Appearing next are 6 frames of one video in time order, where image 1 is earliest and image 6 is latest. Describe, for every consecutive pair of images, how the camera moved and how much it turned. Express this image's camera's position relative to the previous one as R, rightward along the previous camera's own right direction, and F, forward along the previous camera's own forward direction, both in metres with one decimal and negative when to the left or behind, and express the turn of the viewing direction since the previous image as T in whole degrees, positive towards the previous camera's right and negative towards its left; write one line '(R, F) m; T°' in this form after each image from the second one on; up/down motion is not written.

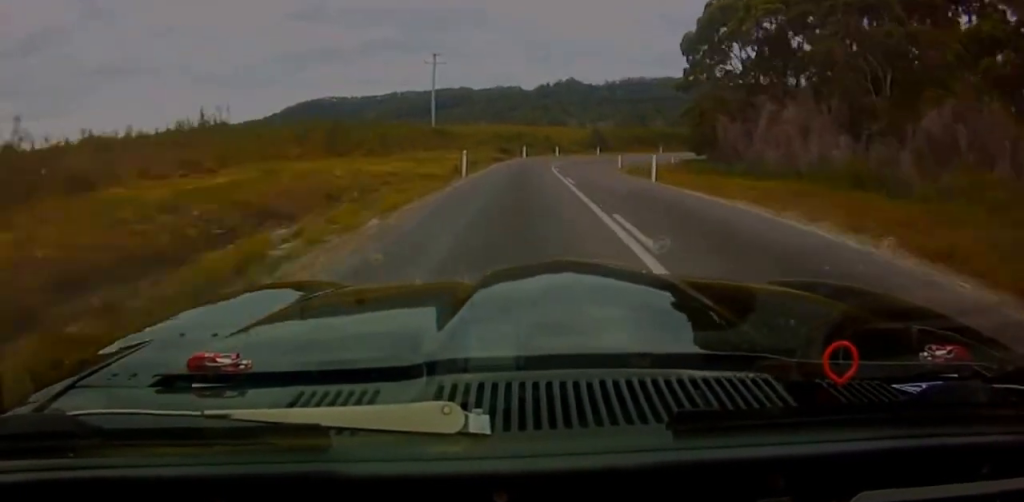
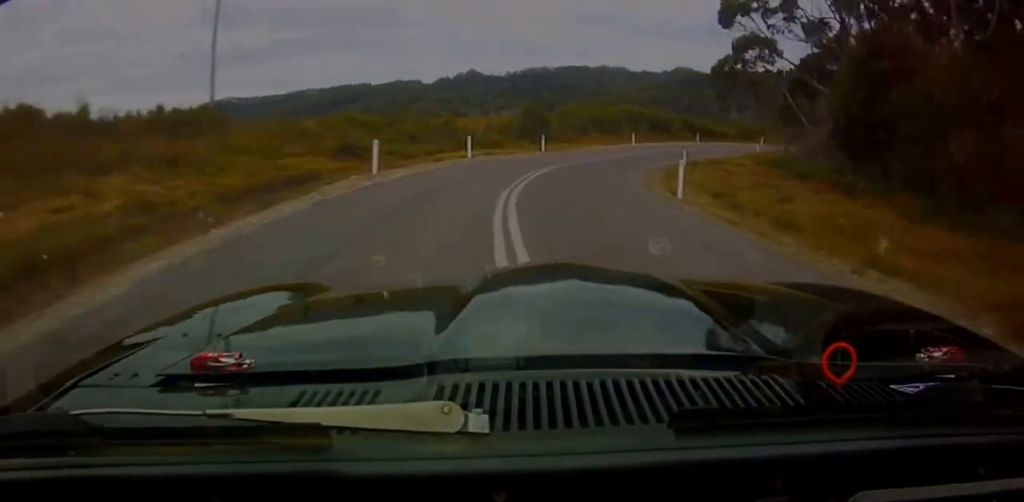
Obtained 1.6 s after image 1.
(+3.5, +41.4) m; +9°
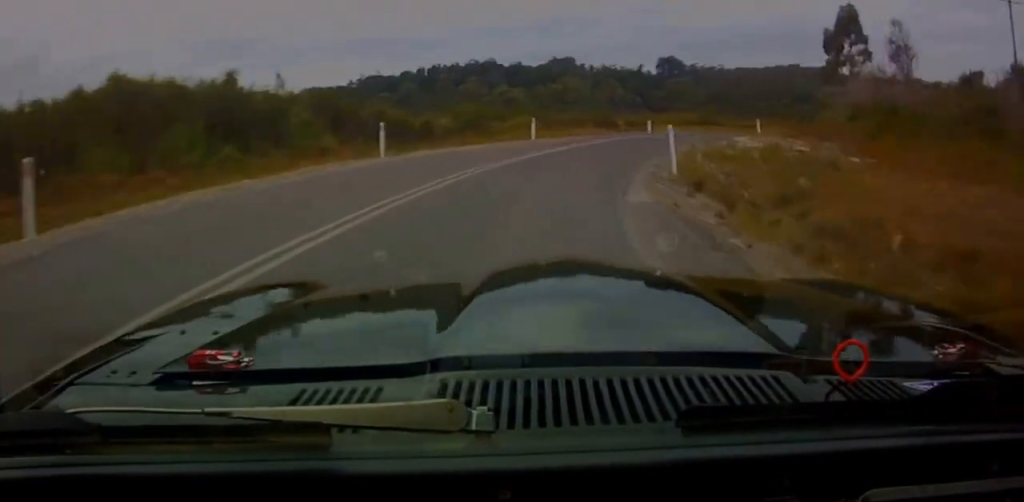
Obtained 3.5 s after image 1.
(+6.7, +46.8) m; +24°
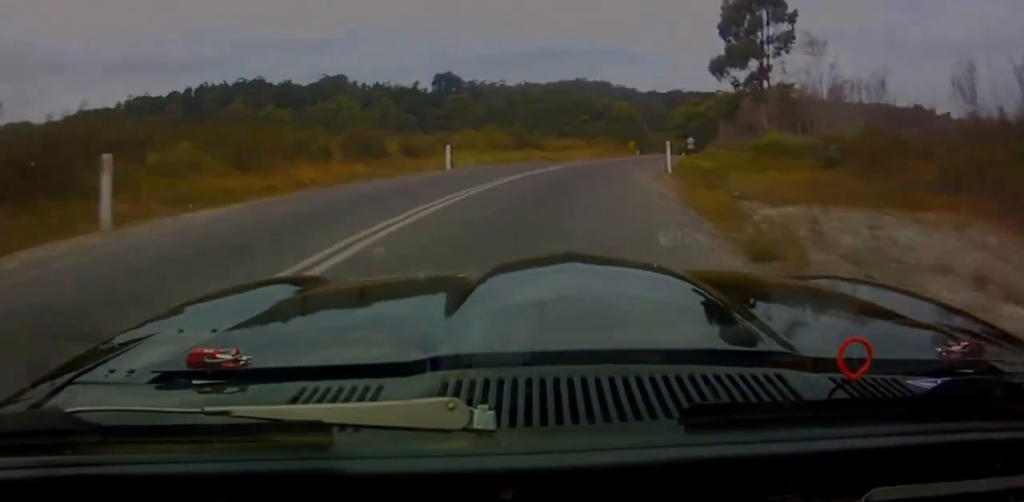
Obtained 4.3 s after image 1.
(+3.2, +18.9) m; +19°
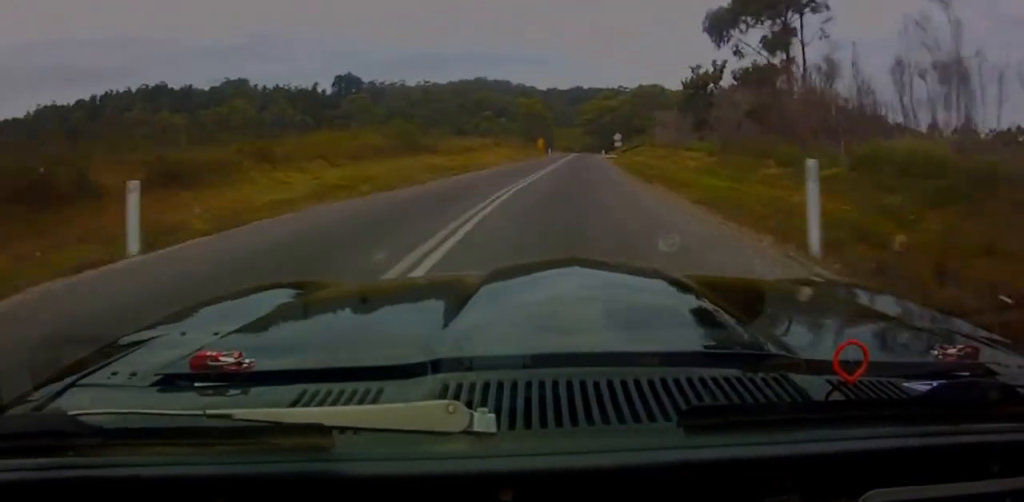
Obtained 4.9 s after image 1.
(+1.4, +14.4) m; +13°
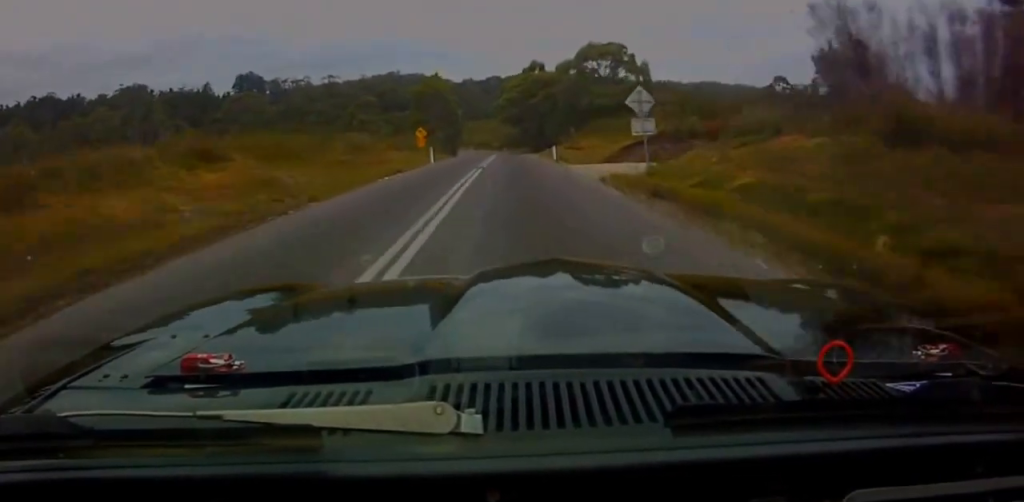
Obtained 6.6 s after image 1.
(+8.3, +57.0) m; +10°
